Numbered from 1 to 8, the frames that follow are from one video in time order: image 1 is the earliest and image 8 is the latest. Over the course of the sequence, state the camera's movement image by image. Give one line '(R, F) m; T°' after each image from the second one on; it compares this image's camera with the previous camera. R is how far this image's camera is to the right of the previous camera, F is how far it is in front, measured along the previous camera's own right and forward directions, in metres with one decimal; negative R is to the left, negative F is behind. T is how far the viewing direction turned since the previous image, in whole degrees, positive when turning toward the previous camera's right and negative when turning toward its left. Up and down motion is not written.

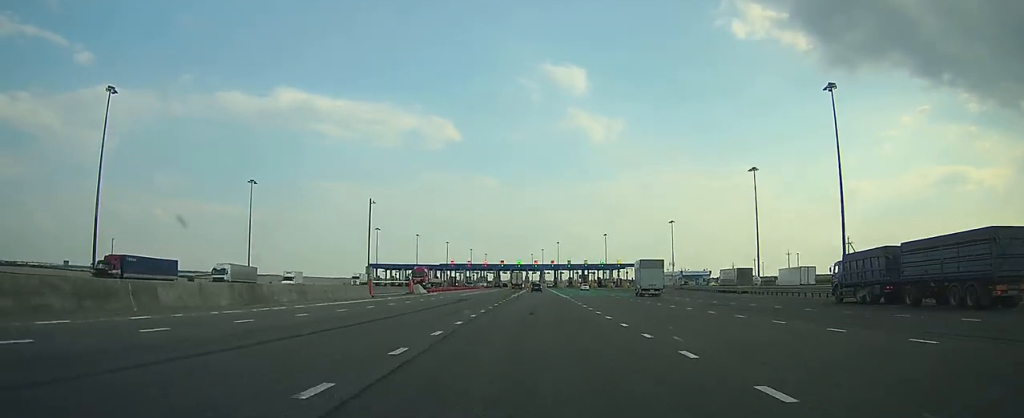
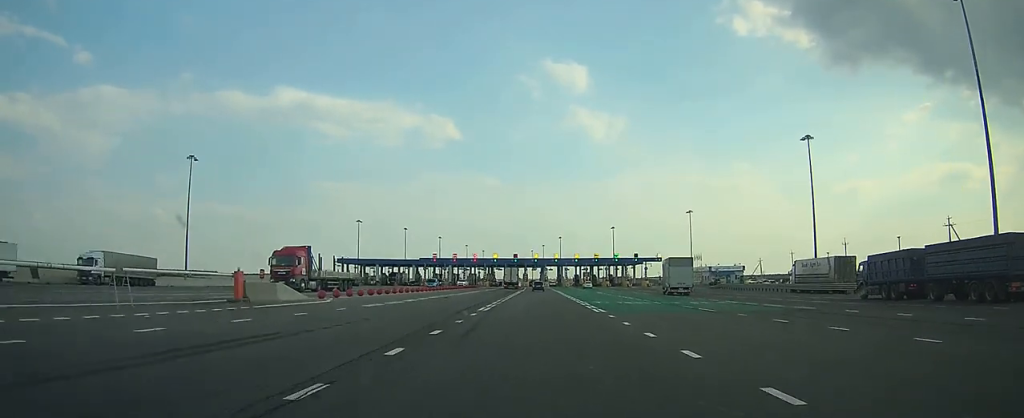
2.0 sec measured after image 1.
(0.0, +32.3) m; 0°
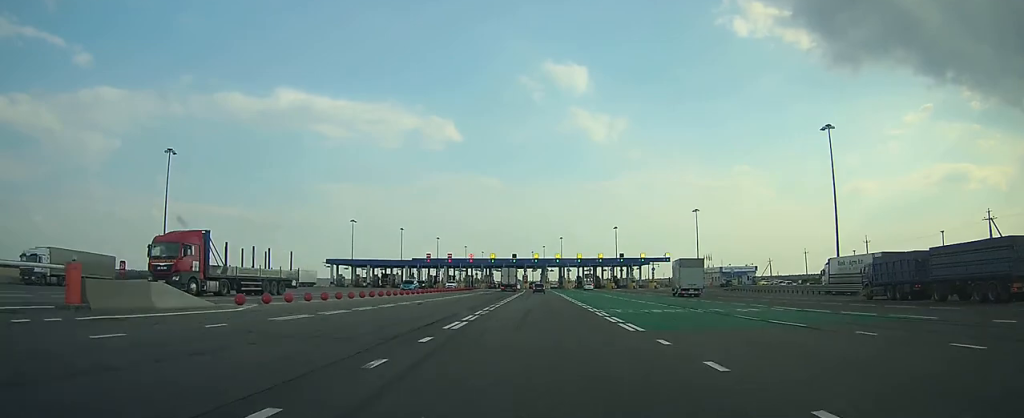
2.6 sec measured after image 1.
(0.0, +9.5) m; 0°
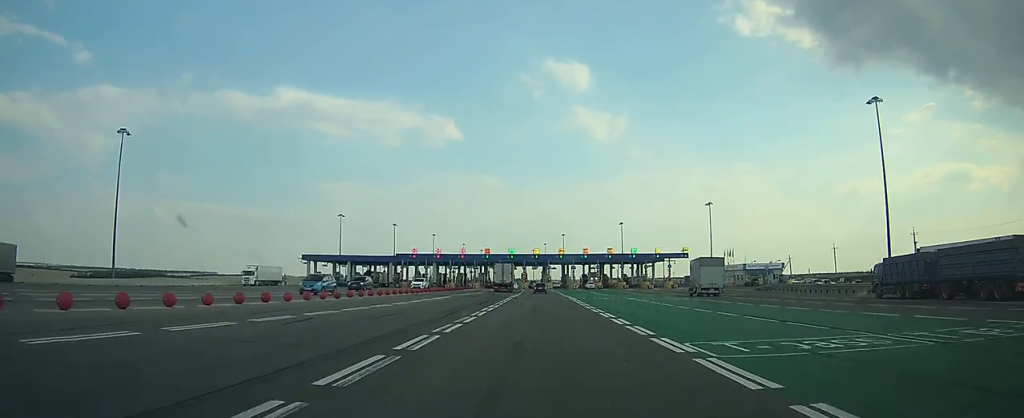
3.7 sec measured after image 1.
(0.0, +17.4) m; 0°
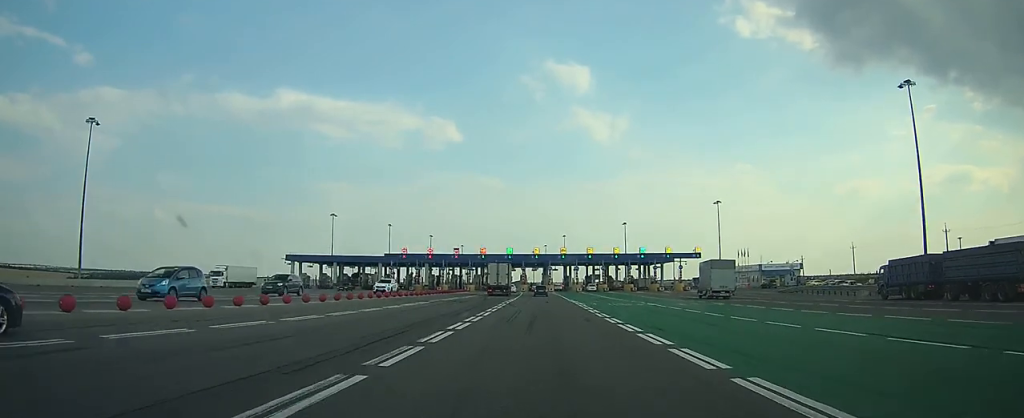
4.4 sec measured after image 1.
(0.0, +9.8) m; 0°
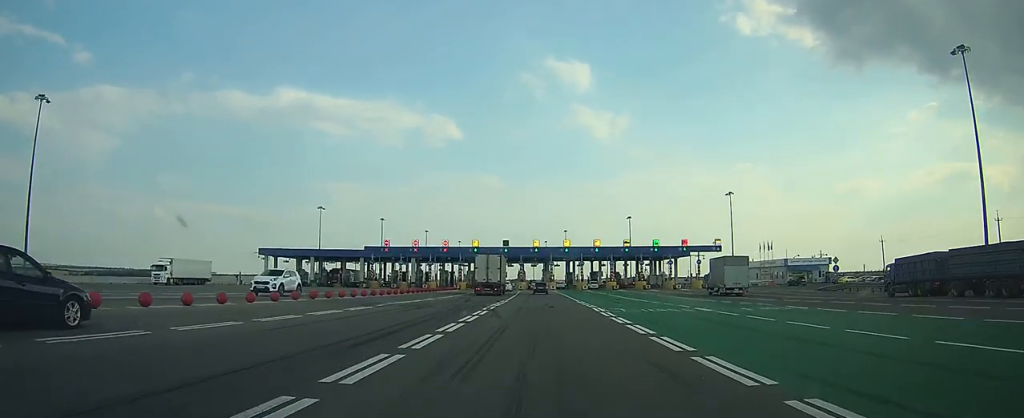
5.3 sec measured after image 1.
(0.0, +13.8) m; 0°
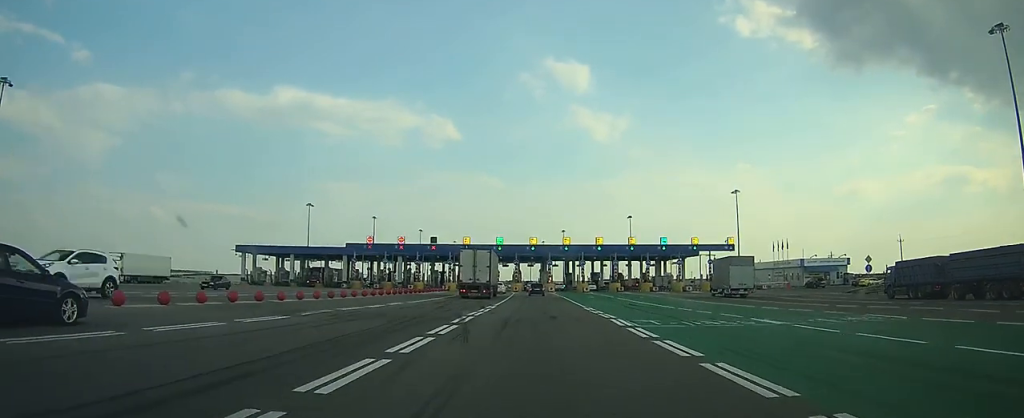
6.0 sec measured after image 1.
(0.0, +8.8) m; 0°
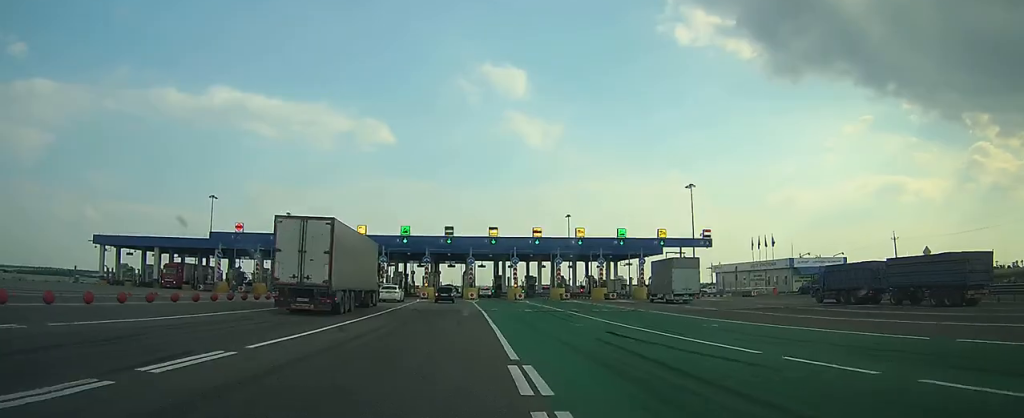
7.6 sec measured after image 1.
(+0.4, +22.4) m; +3°
